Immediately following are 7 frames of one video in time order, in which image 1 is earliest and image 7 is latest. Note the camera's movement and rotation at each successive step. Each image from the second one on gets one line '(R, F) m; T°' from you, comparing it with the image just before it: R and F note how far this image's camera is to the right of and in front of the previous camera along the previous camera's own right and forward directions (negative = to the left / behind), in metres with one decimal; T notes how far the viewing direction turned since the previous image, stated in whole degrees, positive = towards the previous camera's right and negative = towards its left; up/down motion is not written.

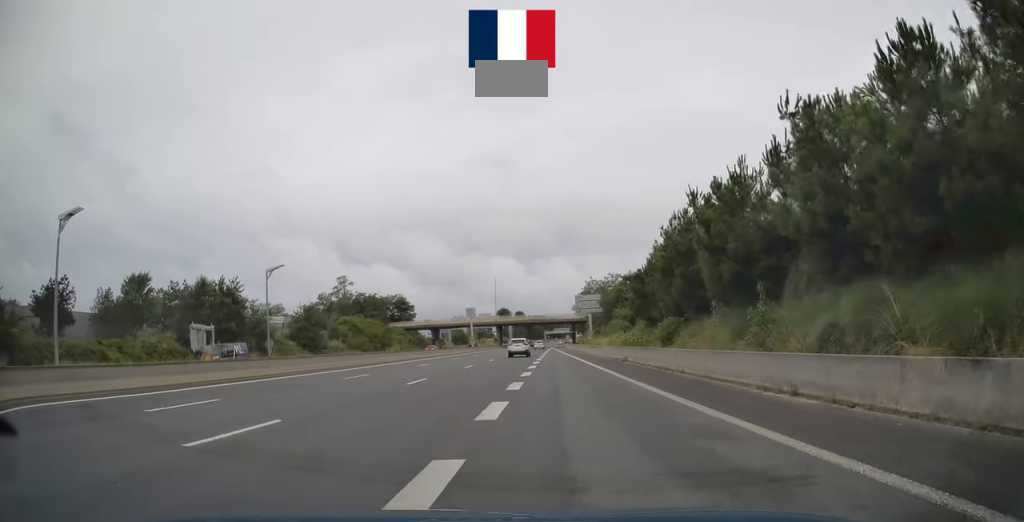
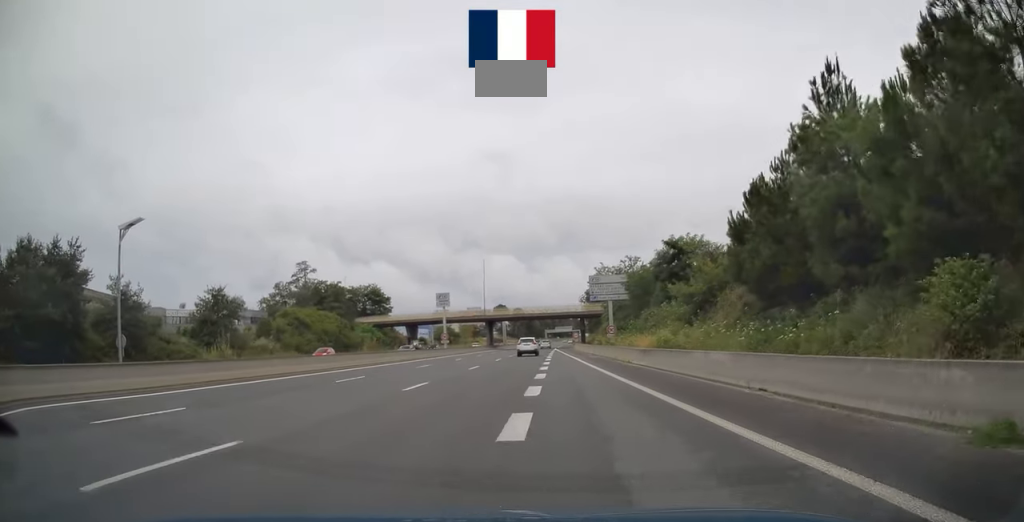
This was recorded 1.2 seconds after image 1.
(+0.1, +28.4) m; 0°
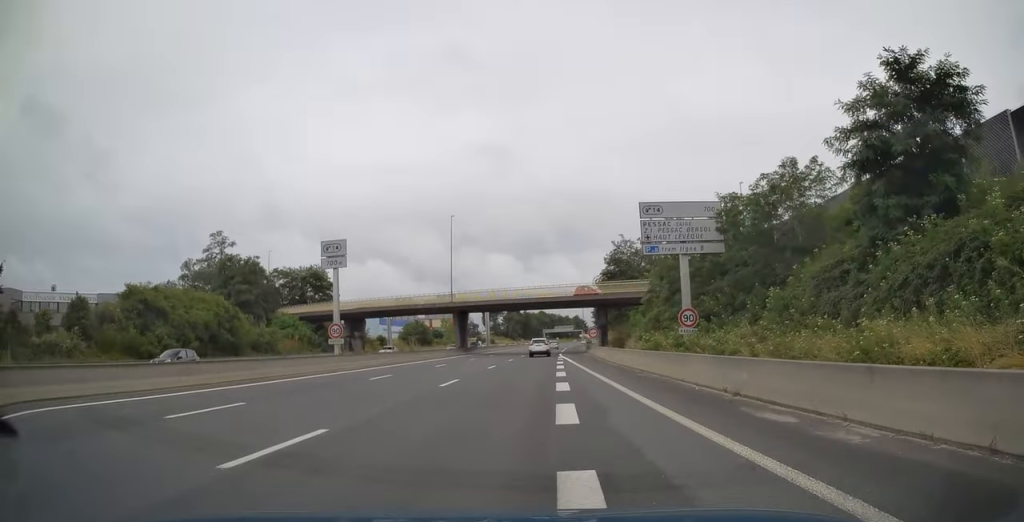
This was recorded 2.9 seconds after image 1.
(+0.6, +37.6) m; +1°
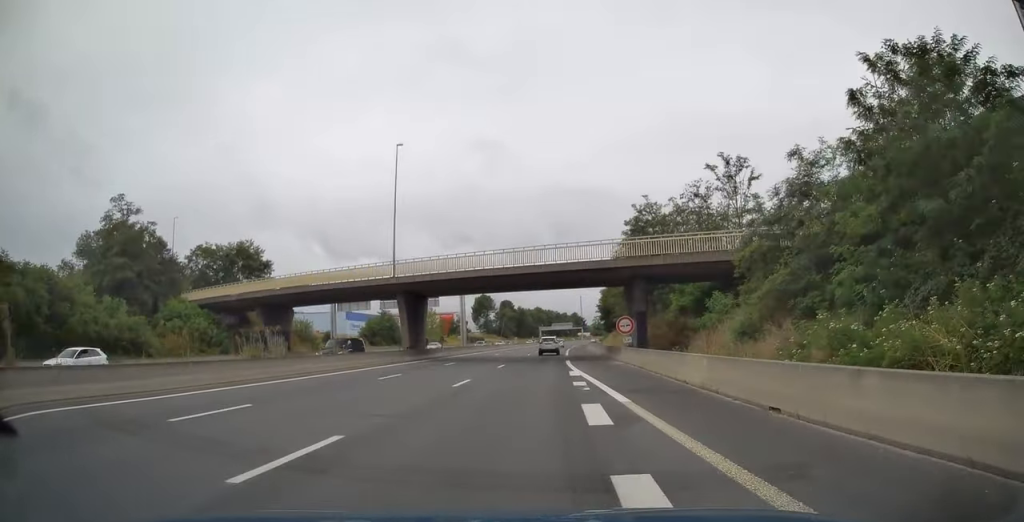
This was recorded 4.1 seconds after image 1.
(-0.5, +26.6) m; -1°
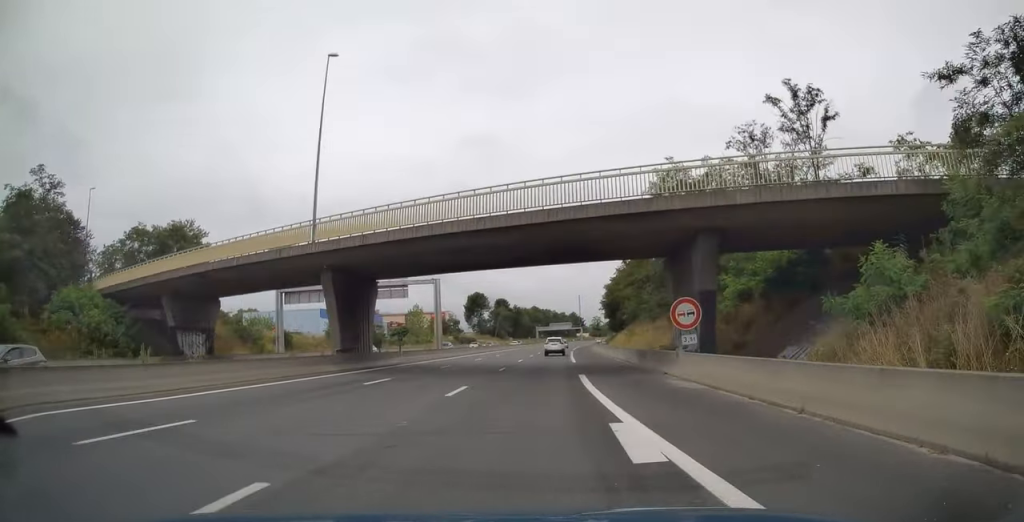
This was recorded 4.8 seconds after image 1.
(0.0, +16.0) m; +1°
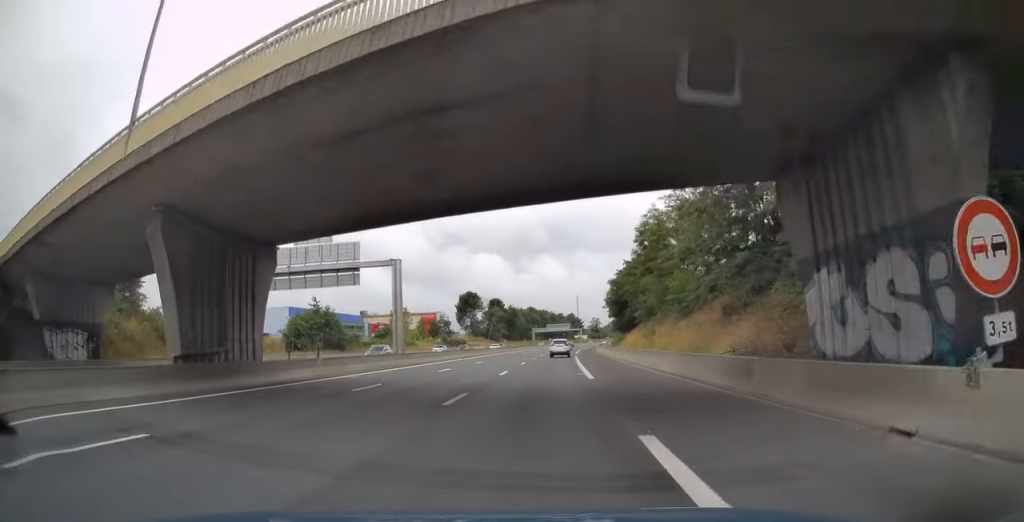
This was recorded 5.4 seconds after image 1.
(+0.2, +14.8) m; 0°
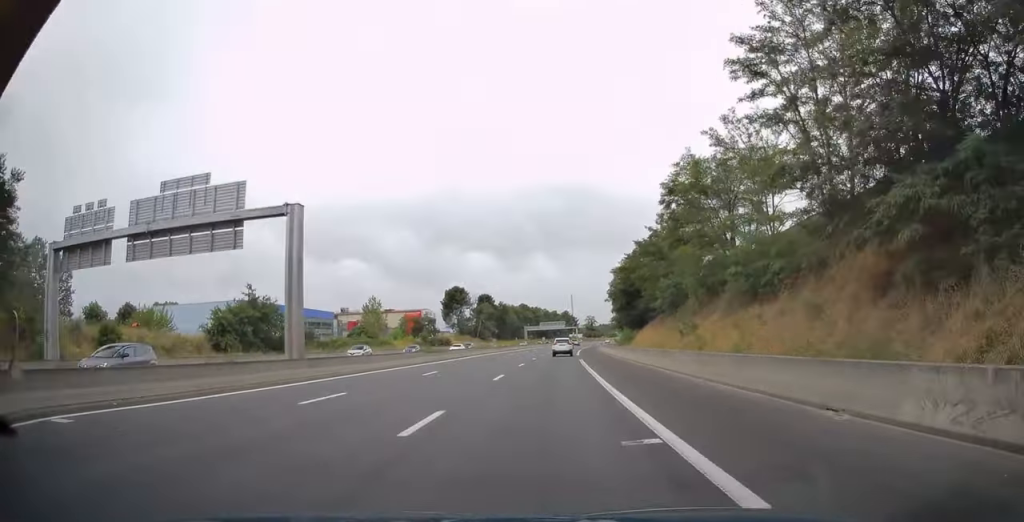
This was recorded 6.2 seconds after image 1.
(+0.1, +17.2) m; 0°
